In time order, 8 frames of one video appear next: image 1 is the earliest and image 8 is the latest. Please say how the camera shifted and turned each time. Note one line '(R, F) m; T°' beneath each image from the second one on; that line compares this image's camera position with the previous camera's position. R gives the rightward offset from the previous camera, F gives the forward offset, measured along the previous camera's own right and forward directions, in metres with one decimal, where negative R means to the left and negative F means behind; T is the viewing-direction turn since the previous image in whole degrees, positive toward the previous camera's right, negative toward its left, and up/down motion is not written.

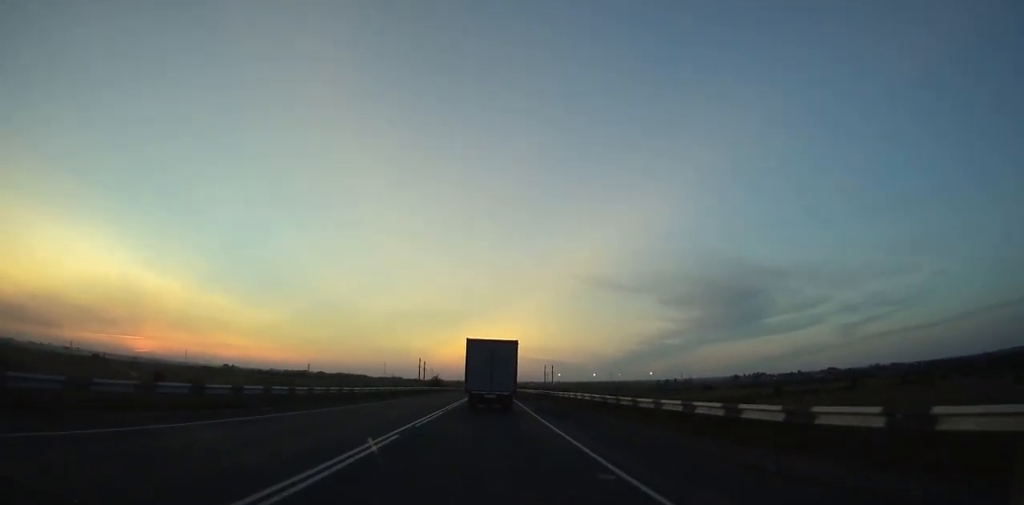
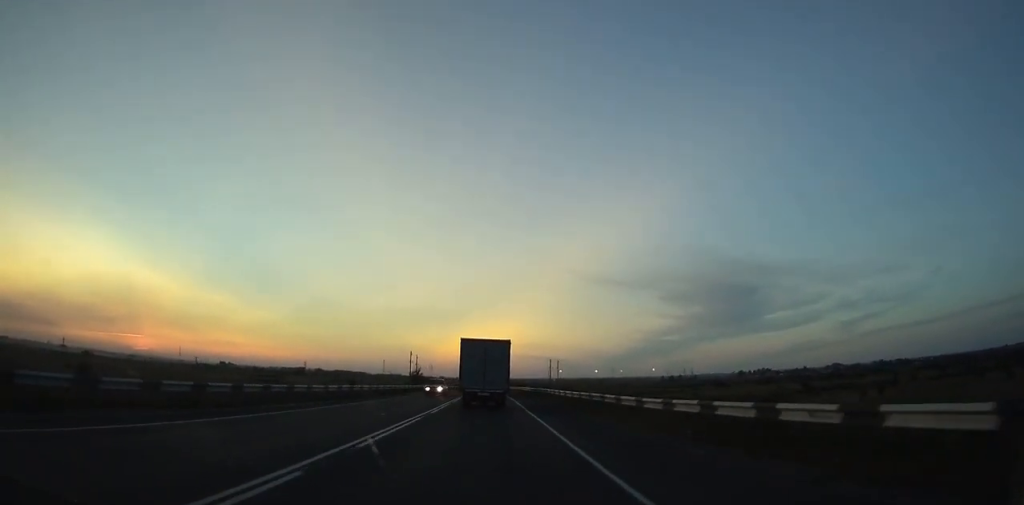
(+0.2, +29.5) m; 0°
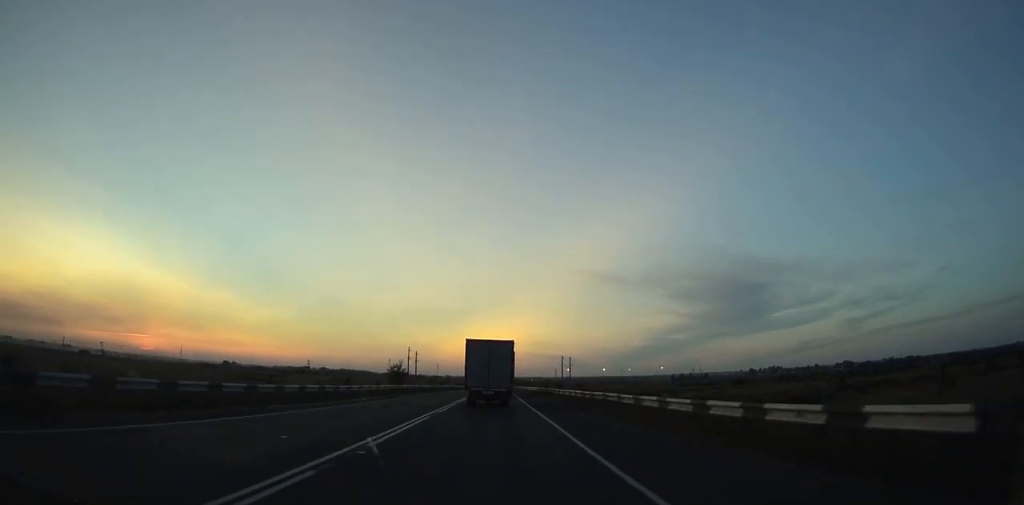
(+0.1, +22.6) m; 0°
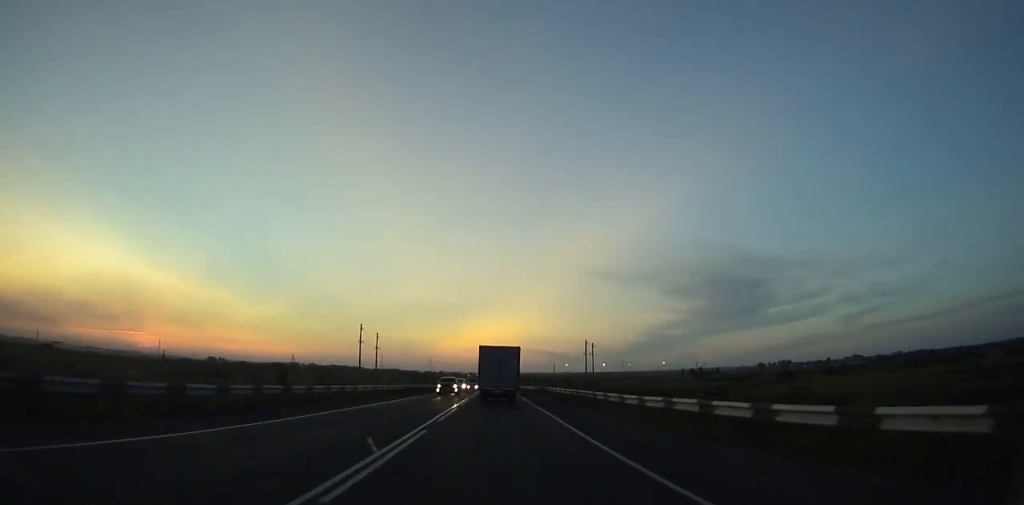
(-0.5, +75.2) m; 0°
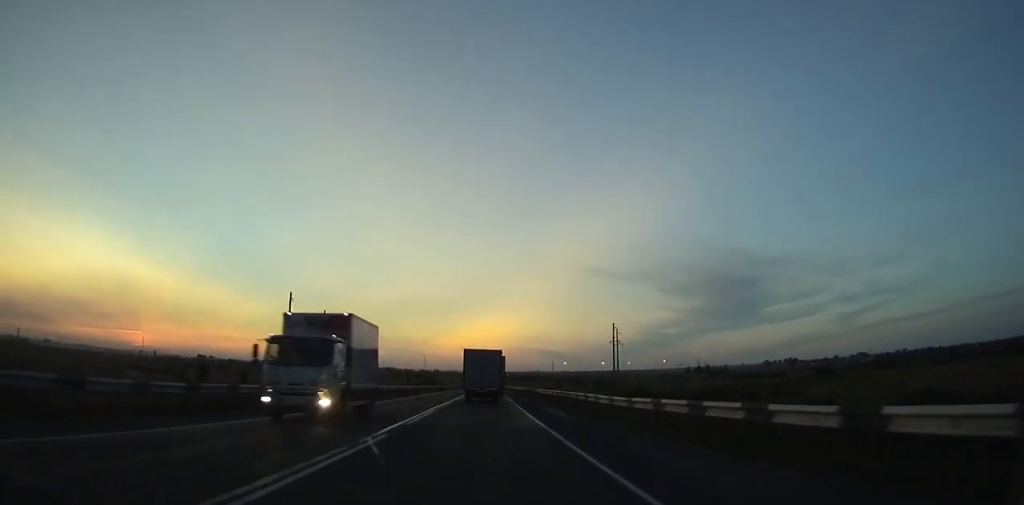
(+0.2, +49.4) m; 0°
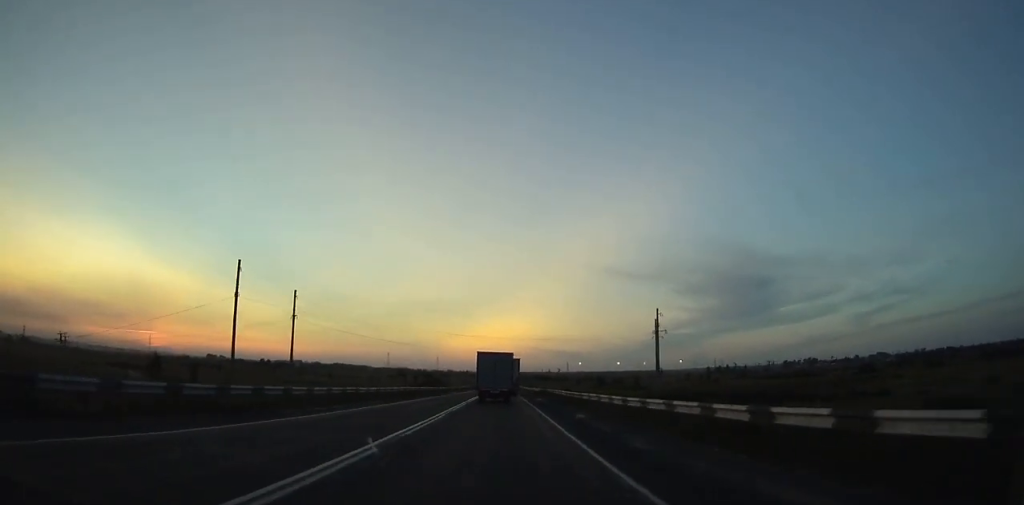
(+0.2, +26.6) m; 0°
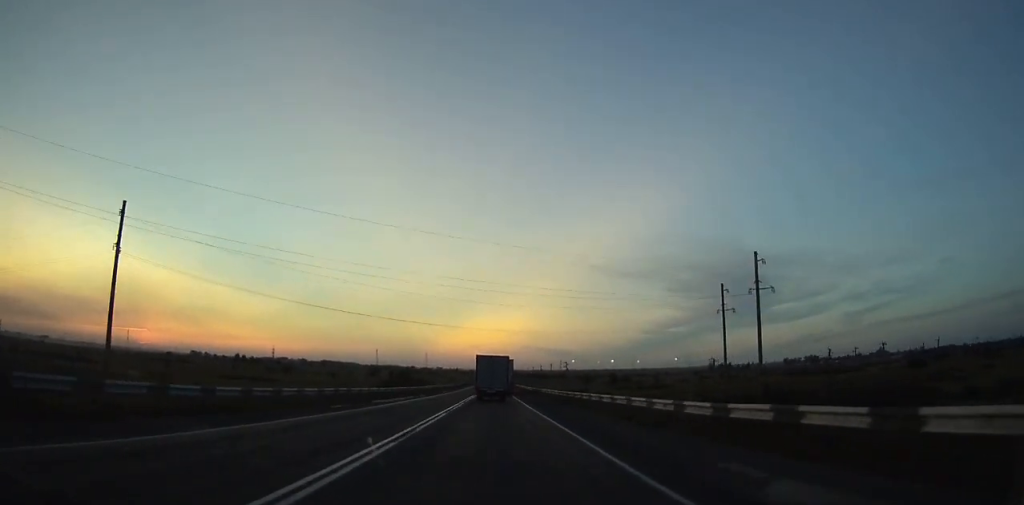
(-0.3, +47.1) m; 0°
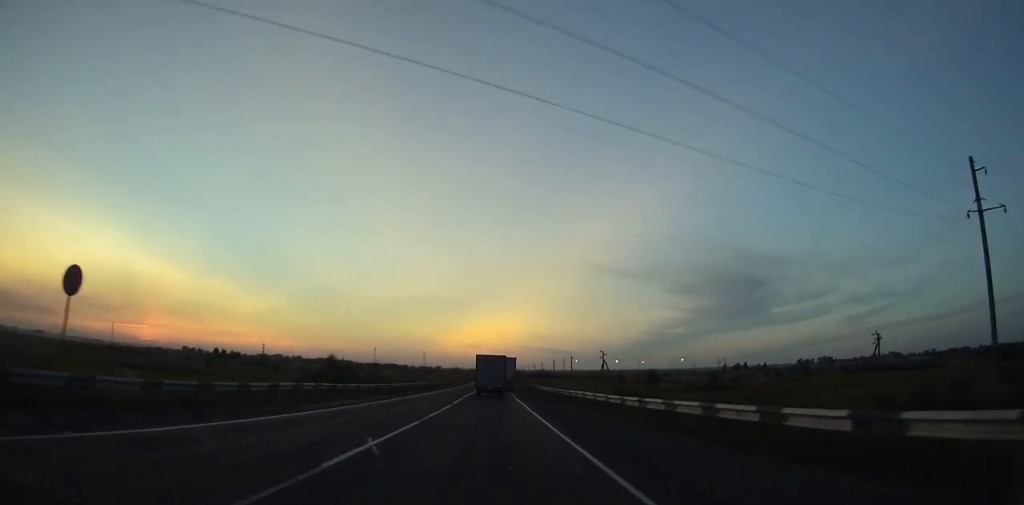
(+0.3, +53.6) m; 0°
